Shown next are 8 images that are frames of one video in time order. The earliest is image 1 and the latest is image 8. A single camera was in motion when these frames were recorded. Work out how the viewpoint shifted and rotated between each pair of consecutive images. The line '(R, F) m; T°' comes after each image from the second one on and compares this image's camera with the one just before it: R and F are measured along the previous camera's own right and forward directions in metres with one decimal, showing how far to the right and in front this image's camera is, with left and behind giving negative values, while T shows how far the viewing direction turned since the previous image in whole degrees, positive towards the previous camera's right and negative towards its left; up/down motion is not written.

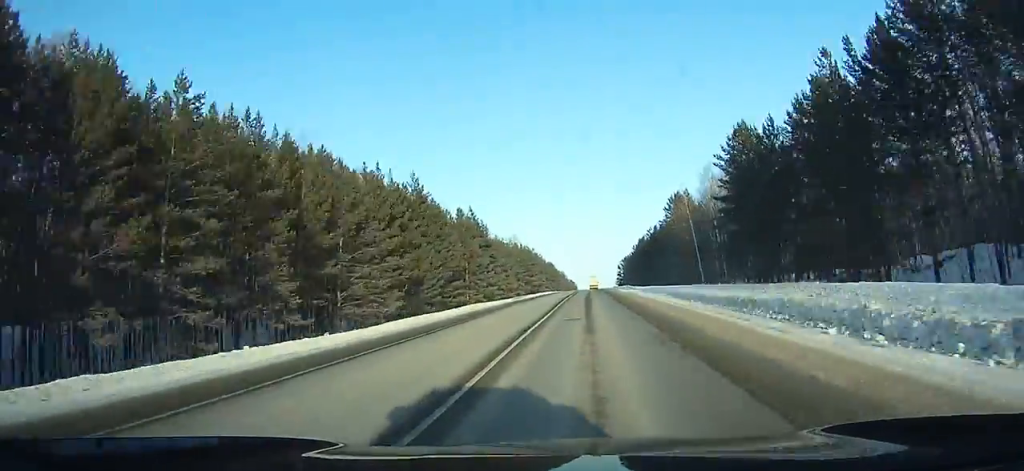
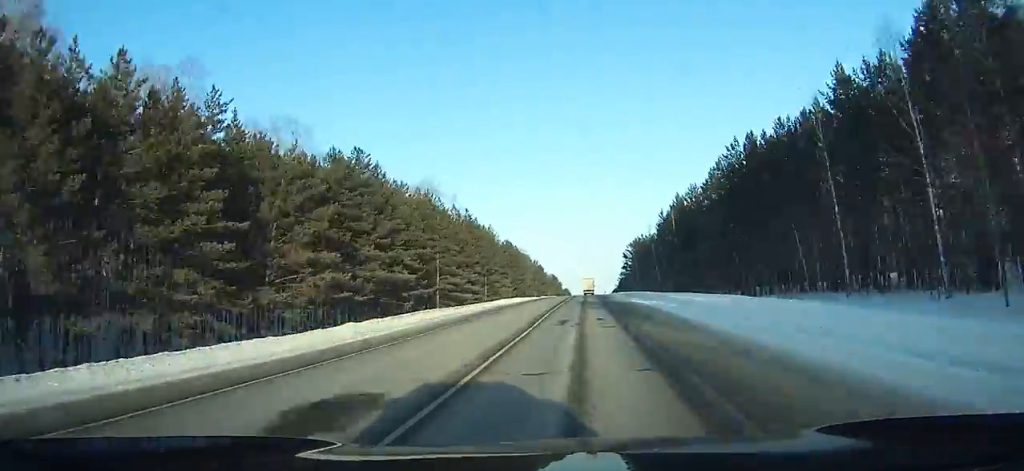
(+0.2, +106.8) m; +1°
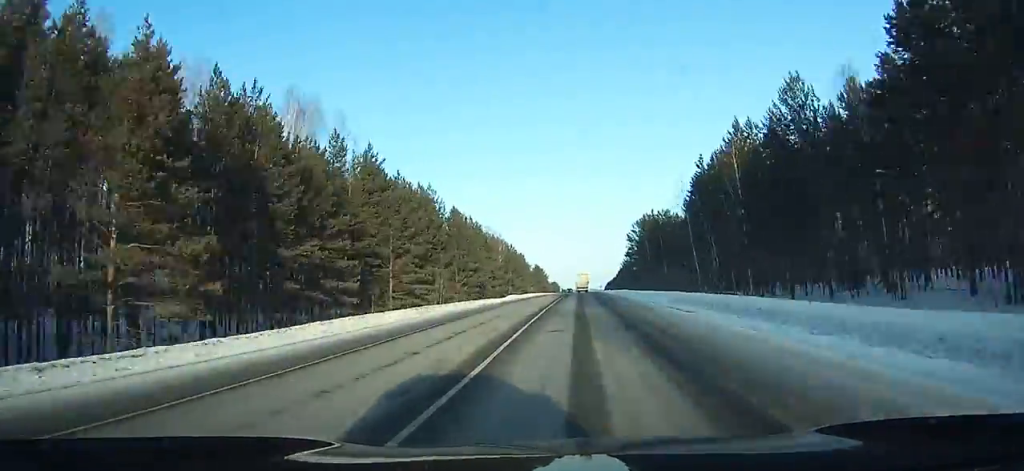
(+0.1, +46.4) m; 0°
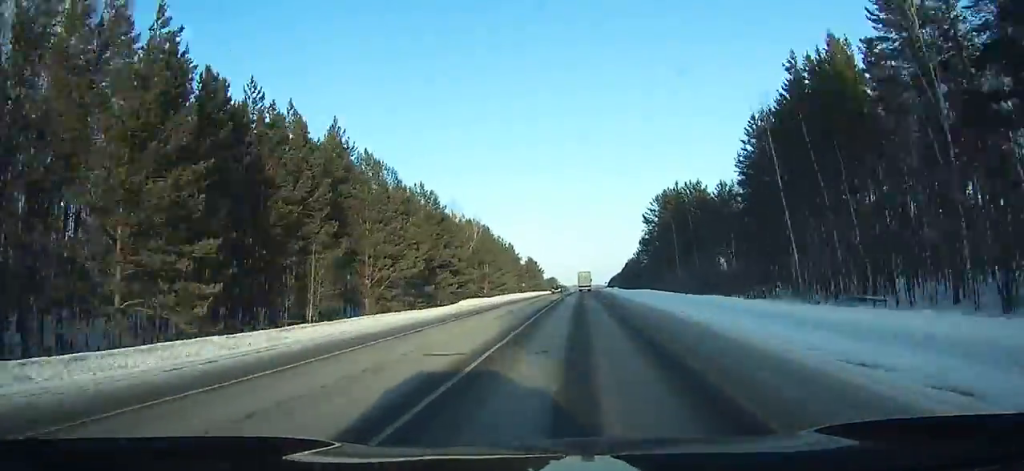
(+0.4, +33.3) m; 0°
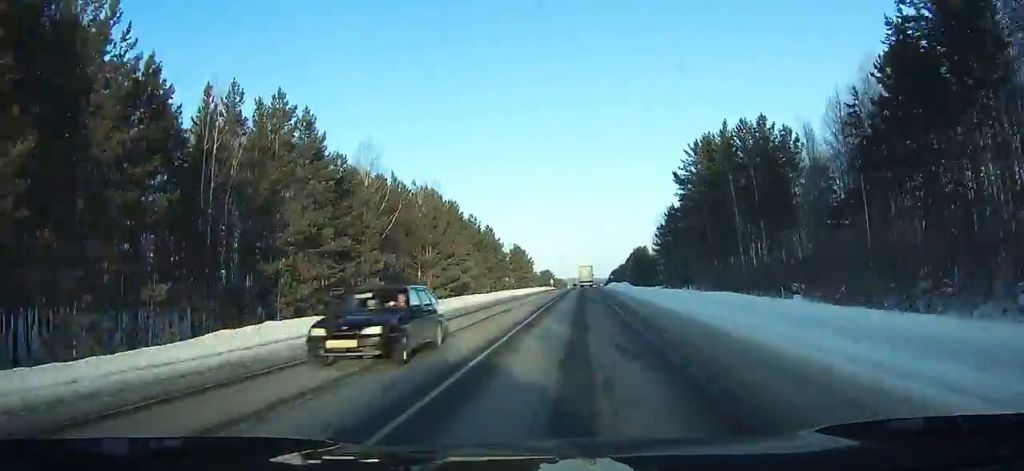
(+0.2, +35.6) m; 0°
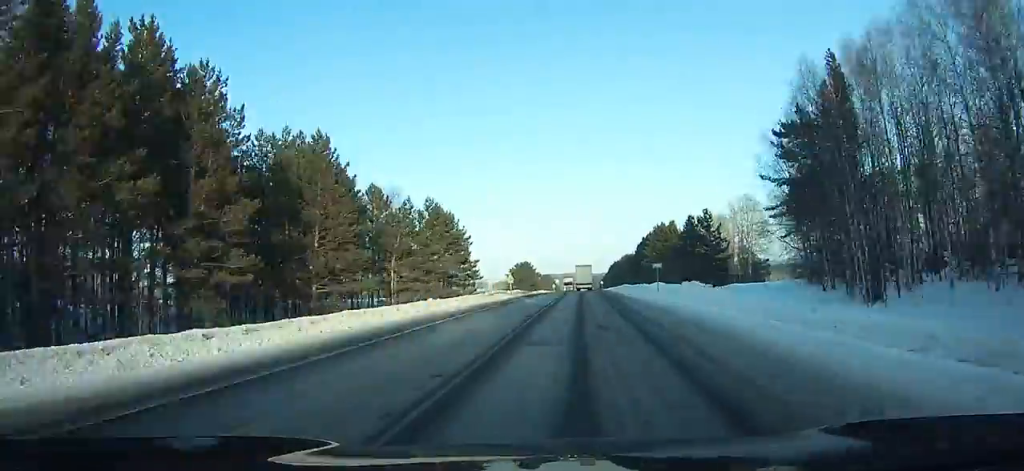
(-0.1, +81.9) m; 0°
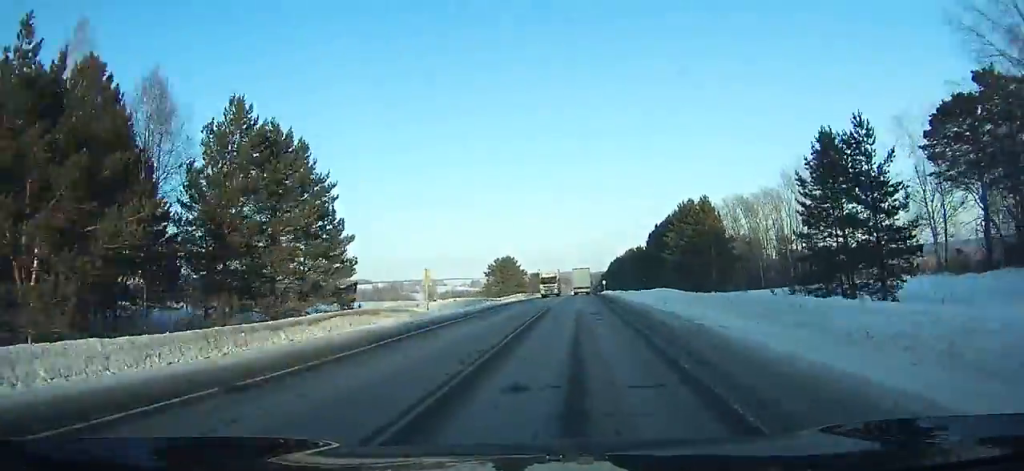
(0.0, +41.3) m; 0°
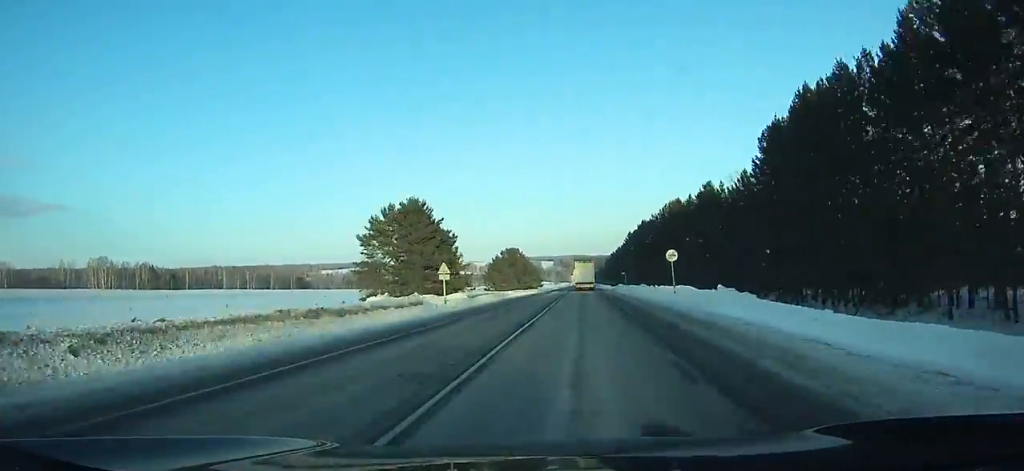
(+0.6, +99.3) m; +1°
